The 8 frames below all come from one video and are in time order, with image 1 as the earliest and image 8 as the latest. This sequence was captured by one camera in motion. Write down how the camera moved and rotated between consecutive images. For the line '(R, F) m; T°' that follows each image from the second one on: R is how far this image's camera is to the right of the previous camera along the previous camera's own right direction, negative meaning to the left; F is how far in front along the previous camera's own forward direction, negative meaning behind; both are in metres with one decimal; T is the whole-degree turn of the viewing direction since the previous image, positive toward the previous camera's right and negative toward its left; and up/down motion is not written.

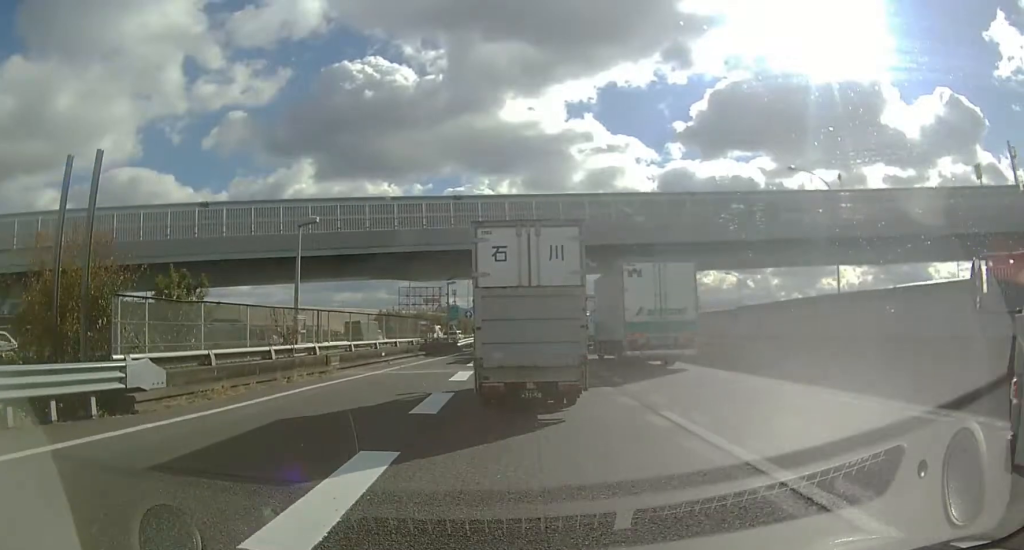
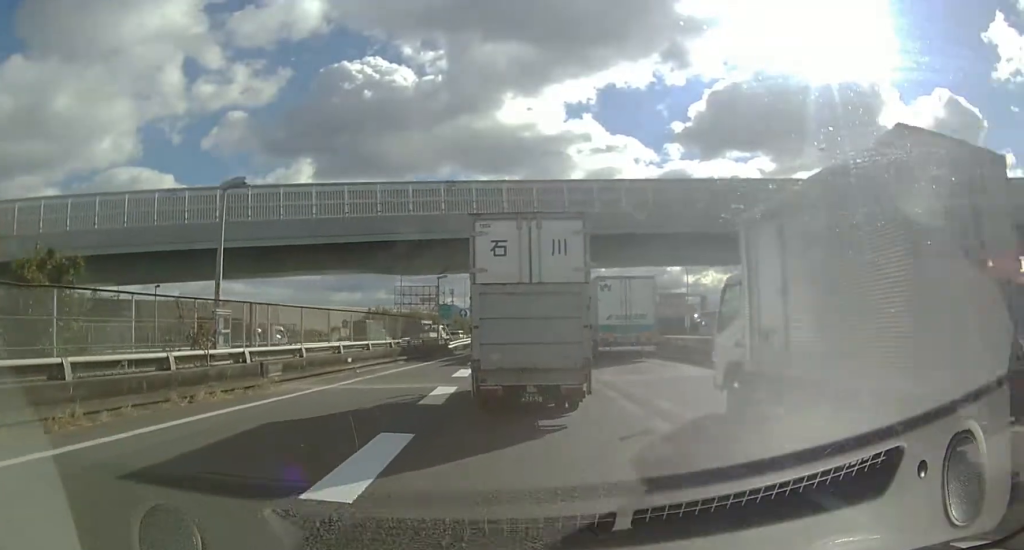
(0.0, +4.9) m; 0°
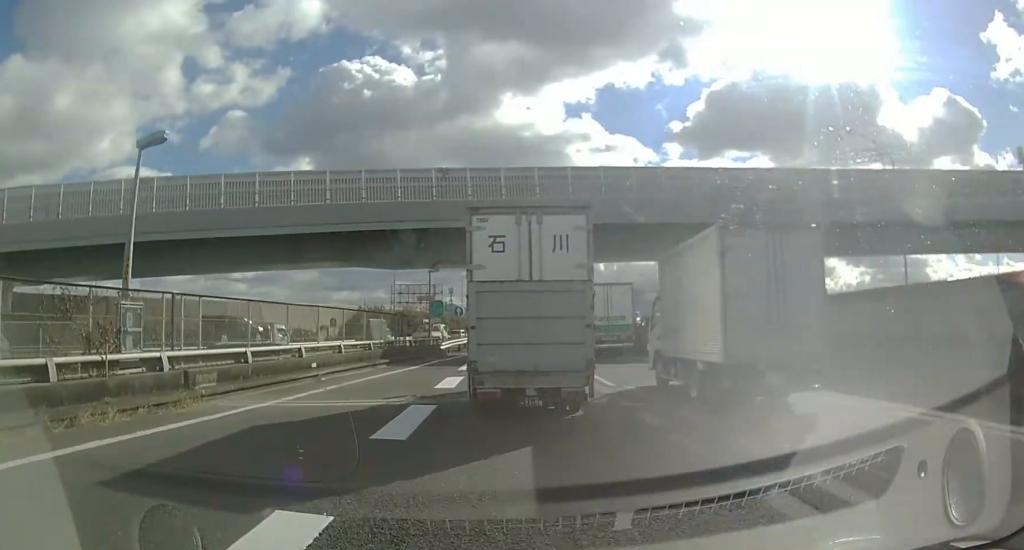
(0.0, +3.3) m; 0°
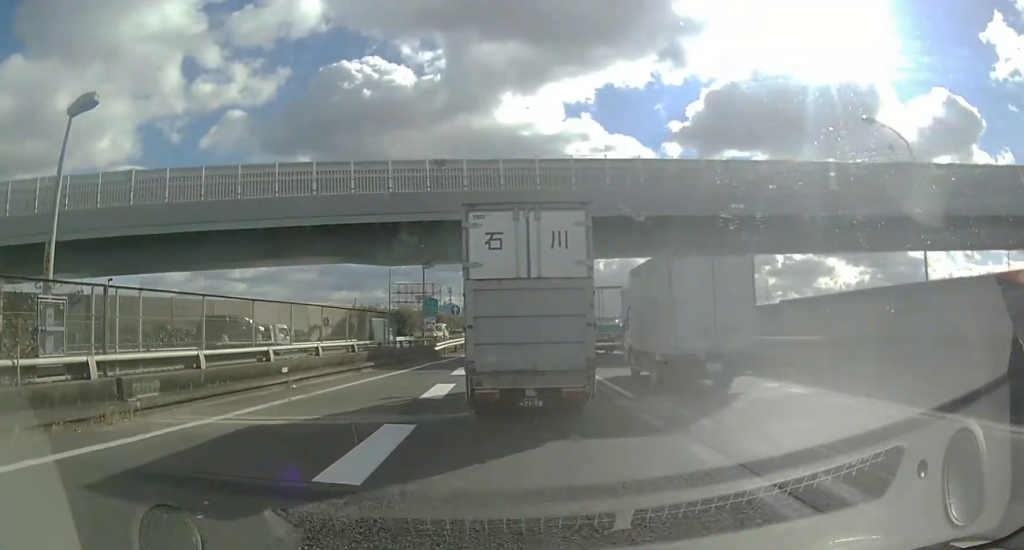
(0.0, +2.3) m; 0°
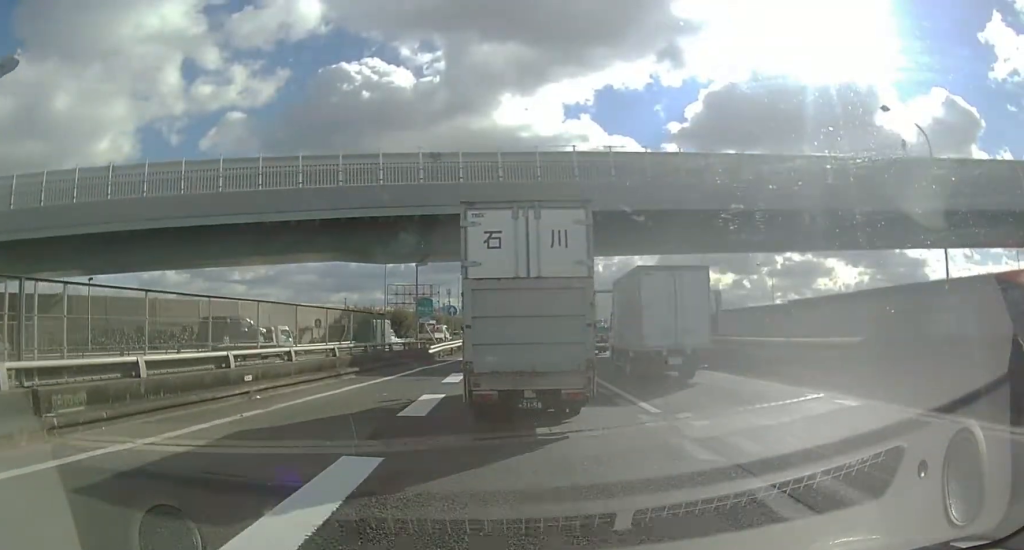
(0.0, +2.1) m; 0°
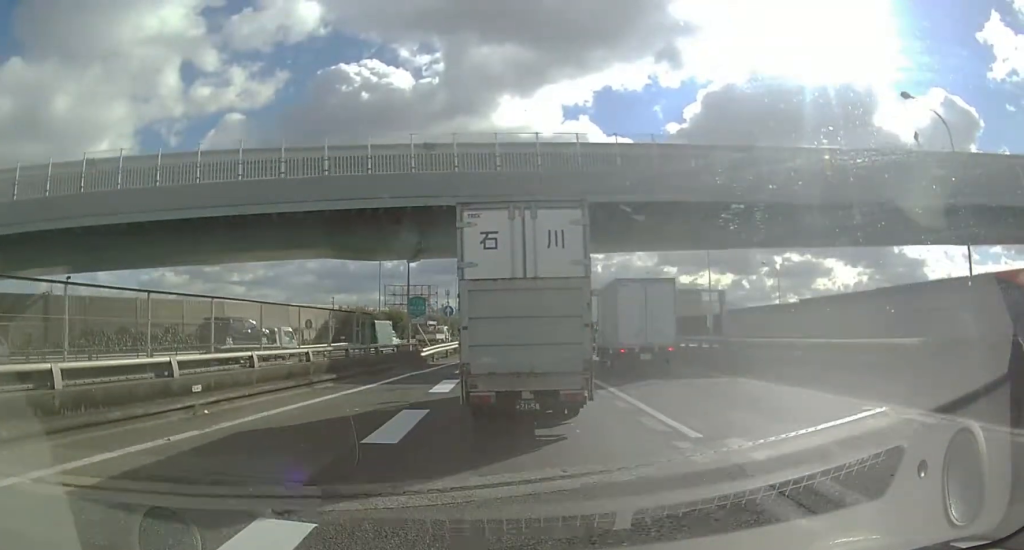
(0.0, +2.3) m; 0°
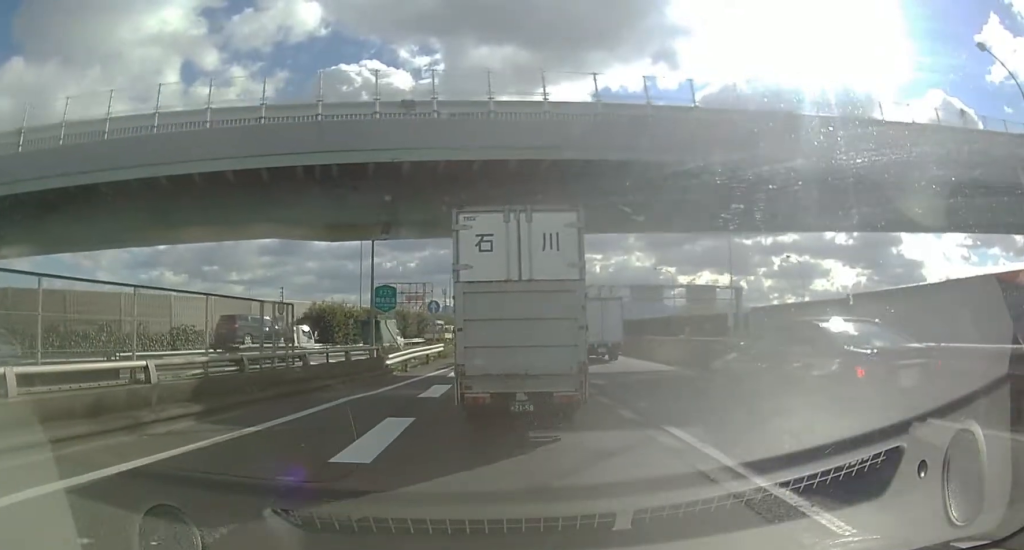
(0.0, +7.4) m; 0°
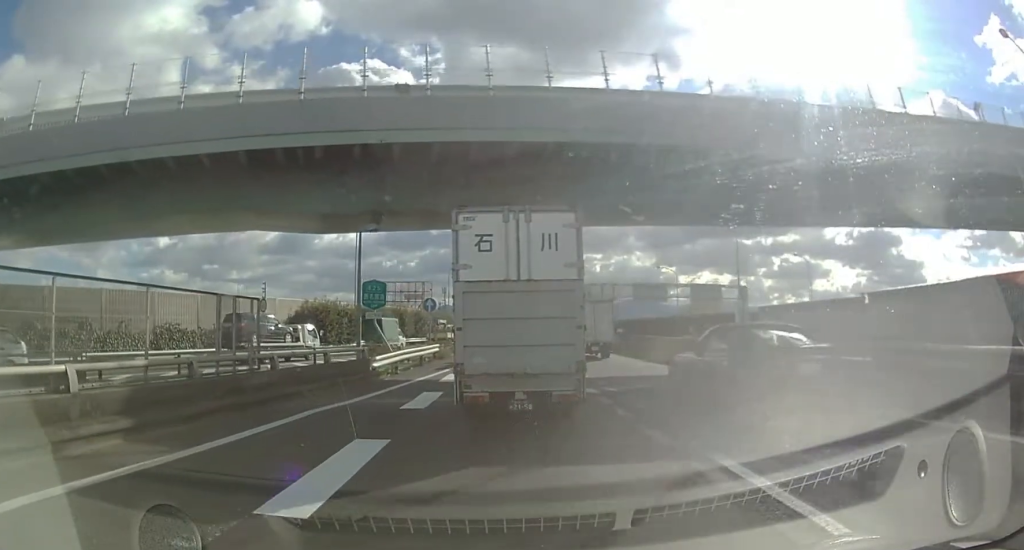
(0.0, +1.9) m; 0°
